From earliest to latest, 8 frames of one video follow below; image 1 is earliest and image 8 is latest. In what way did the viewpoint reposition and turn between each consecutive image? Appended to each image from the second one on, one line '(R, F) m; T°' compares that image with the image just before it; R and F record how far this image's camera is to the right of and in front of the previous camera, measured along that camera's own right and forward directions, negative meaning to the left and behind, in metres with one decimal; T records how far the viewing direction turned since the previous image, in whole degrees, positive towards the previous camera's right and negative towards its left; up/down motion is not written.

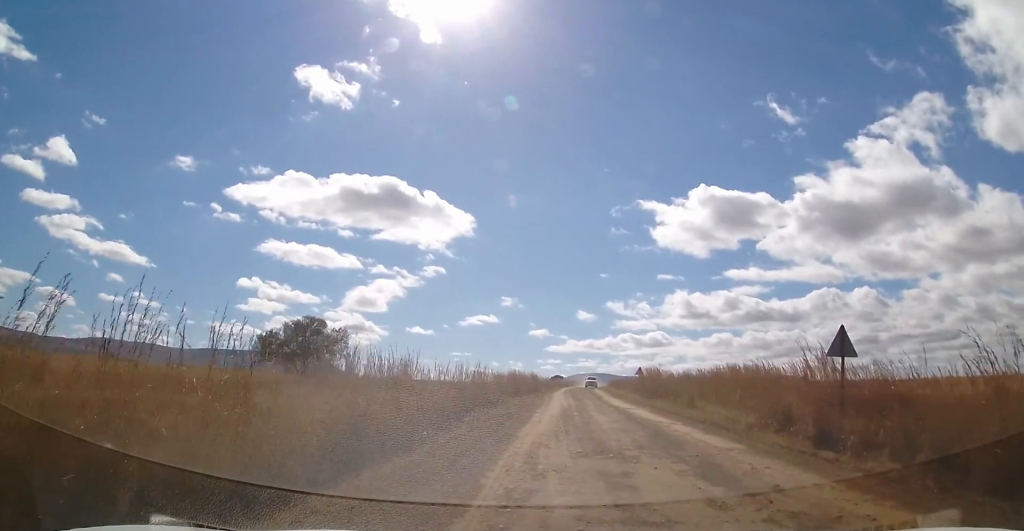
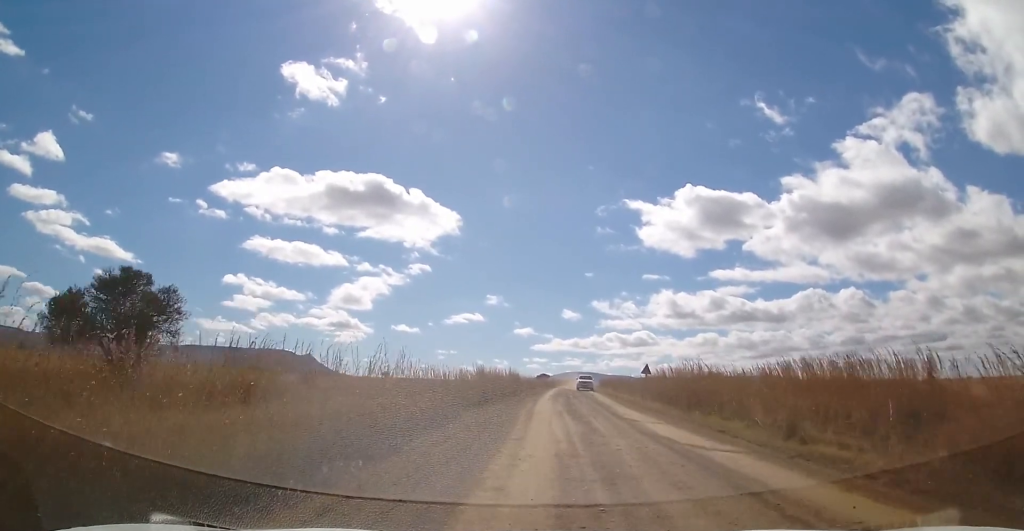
(-0.3, +14.2) m; 0°
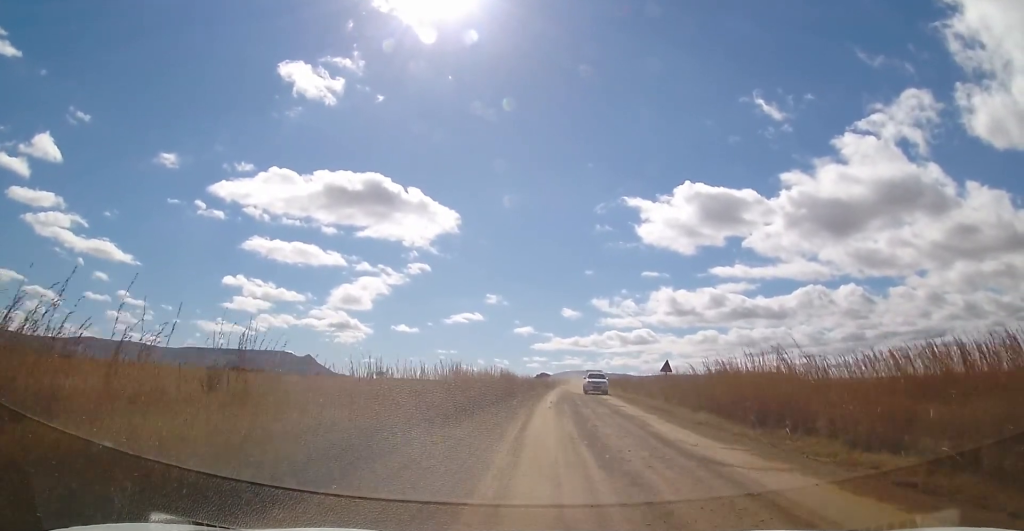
(-0.1, +9.5) m; 0°
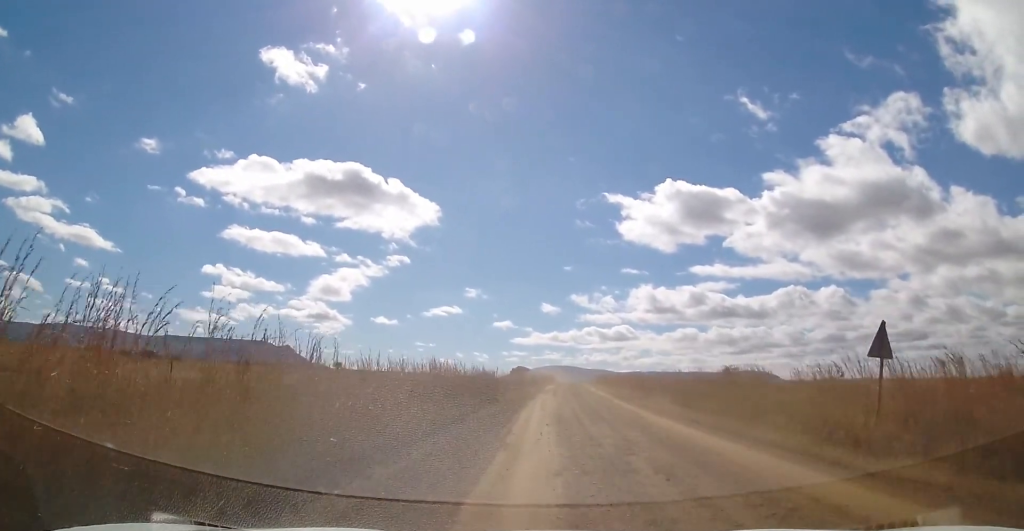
(+0.7, +33.2) m; +3°
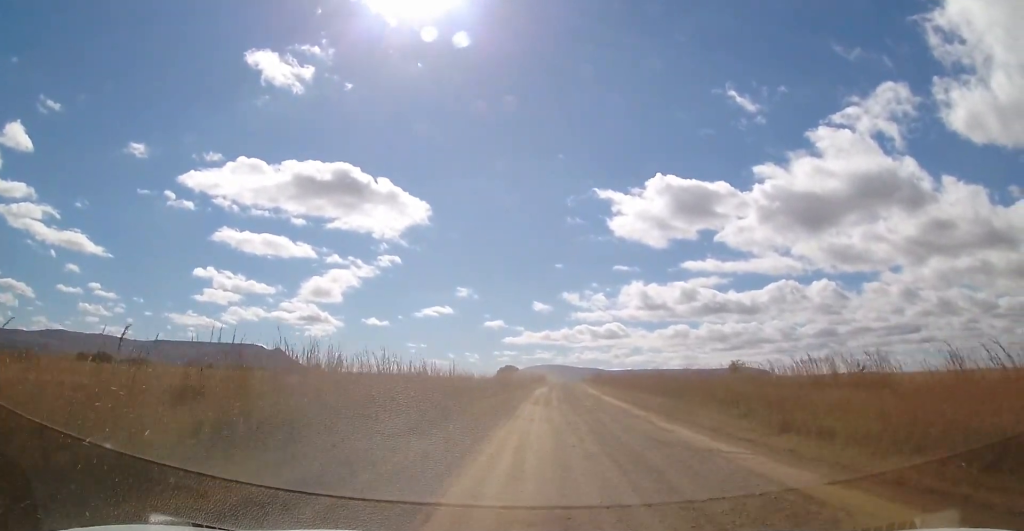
(+0.4, +13.6) m; +1°
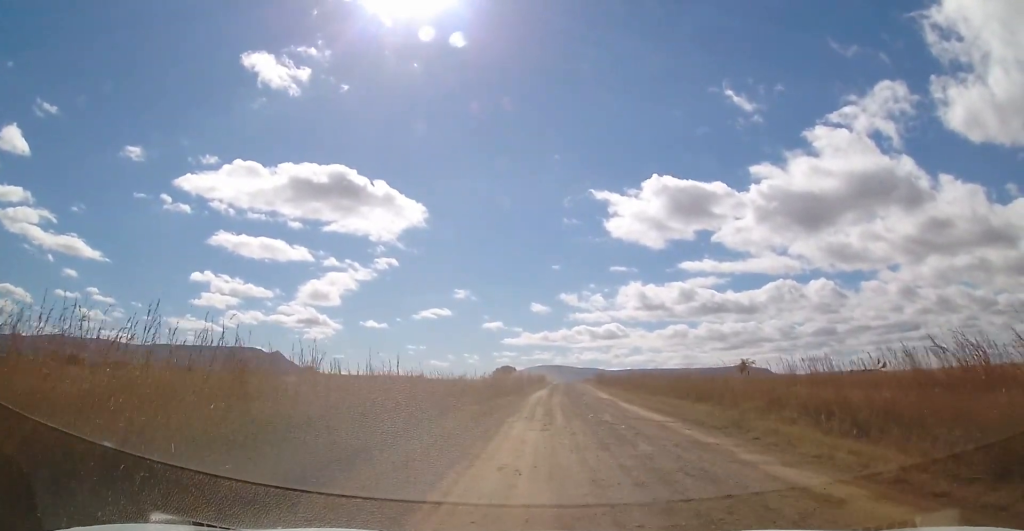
(+0.1, +8.7) m; 0°
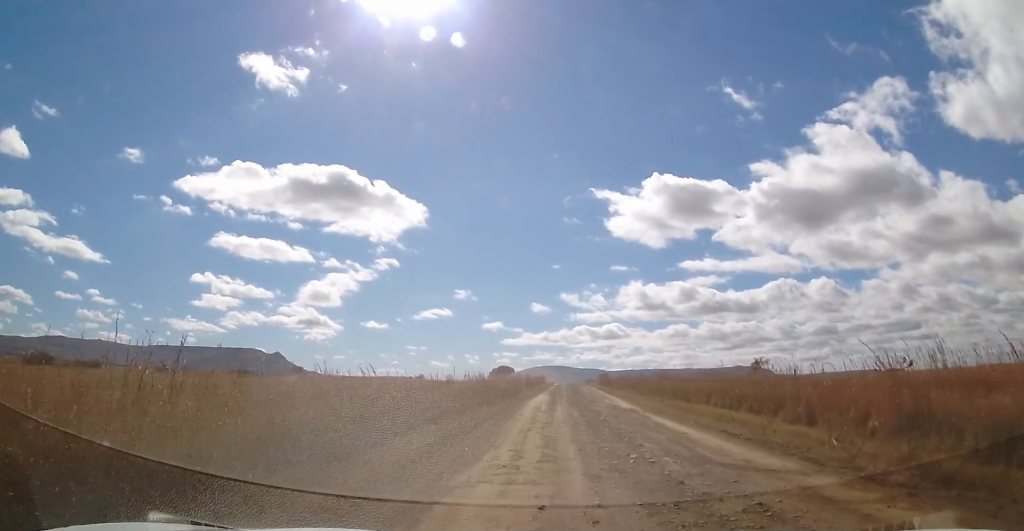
(0.0, +9.4) m; 0°
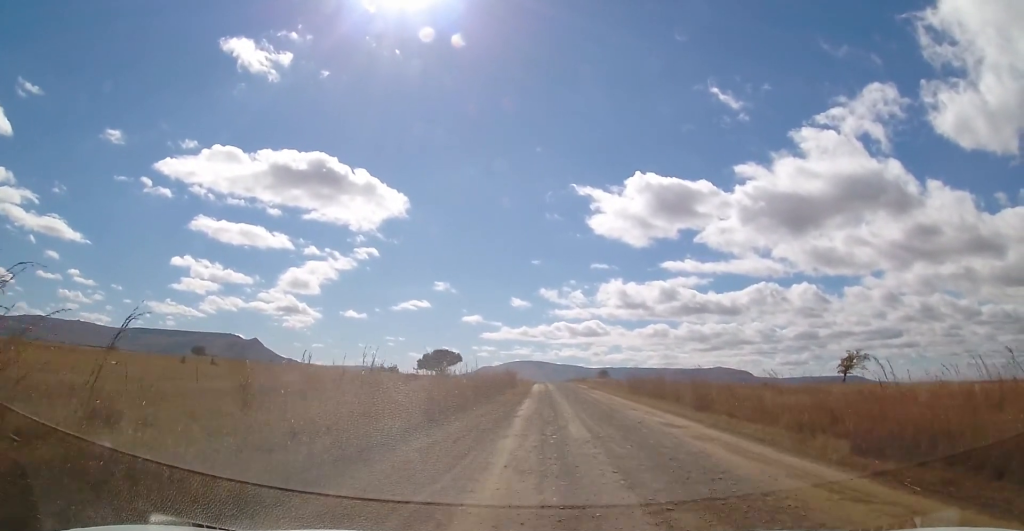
(+1.2, +54.1) m; +2°
